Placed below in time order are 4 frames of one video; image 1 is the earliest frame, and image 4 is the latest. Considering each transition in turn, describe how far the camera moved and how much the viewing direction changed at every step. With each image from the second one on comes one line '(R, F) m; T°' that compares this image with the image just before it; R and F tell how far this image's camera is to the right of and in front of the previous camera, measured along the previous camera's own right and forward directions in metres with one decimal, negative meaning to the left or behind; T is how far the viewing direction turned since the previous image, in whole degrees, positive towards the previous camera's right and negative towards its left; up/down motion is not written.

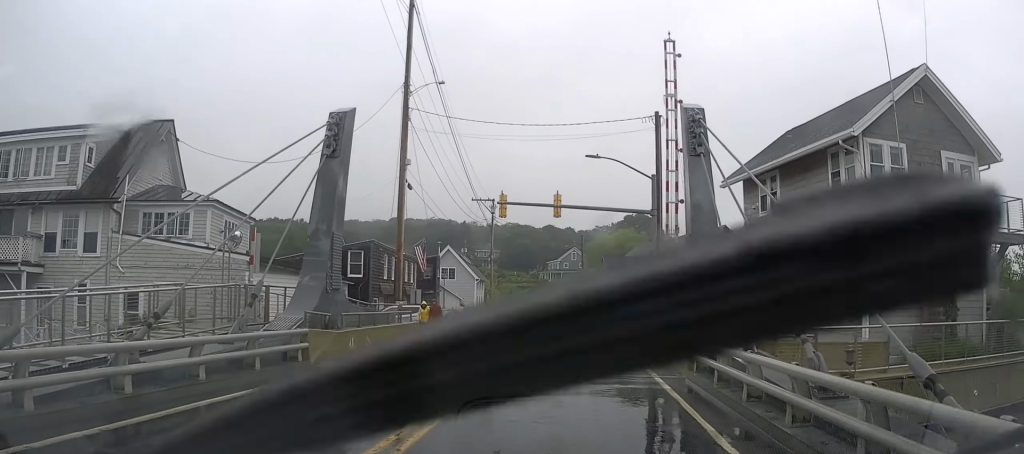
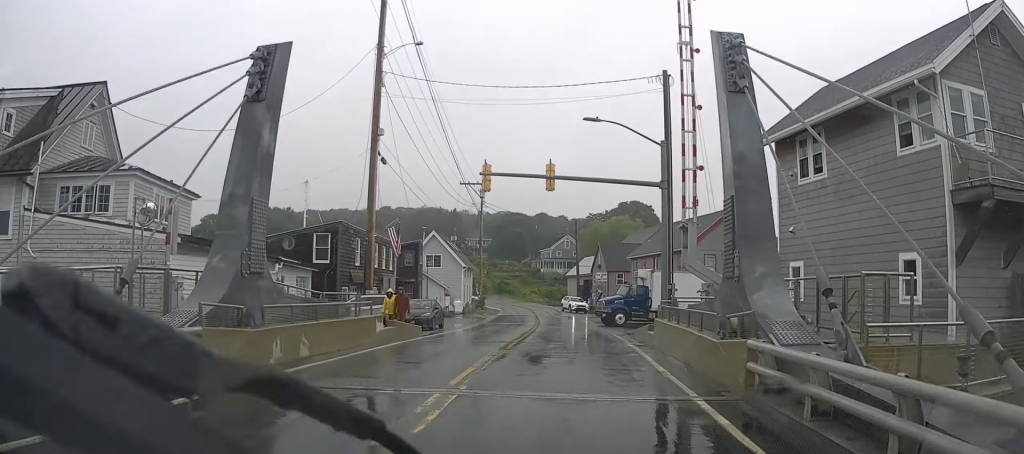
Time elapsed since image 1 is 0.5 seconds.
(0.0, +4.5) m; +2°
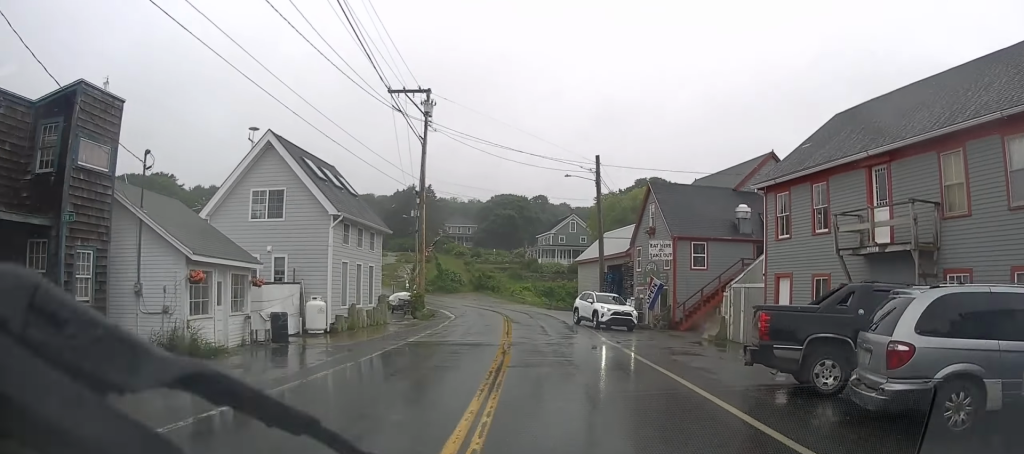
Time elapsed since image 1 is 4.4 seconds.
(-0.6, +36.8) m; -3°
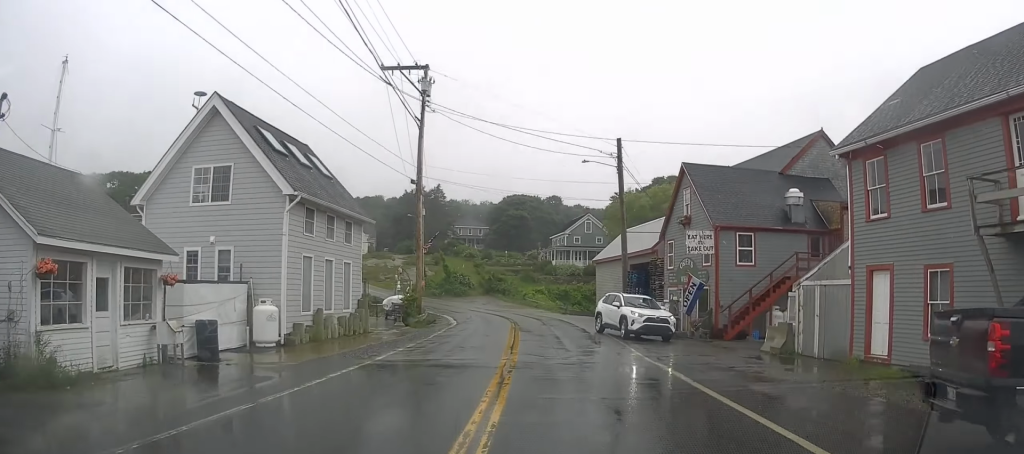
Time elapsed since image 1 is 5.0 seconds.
(0.0, +5.7) m; 0°
